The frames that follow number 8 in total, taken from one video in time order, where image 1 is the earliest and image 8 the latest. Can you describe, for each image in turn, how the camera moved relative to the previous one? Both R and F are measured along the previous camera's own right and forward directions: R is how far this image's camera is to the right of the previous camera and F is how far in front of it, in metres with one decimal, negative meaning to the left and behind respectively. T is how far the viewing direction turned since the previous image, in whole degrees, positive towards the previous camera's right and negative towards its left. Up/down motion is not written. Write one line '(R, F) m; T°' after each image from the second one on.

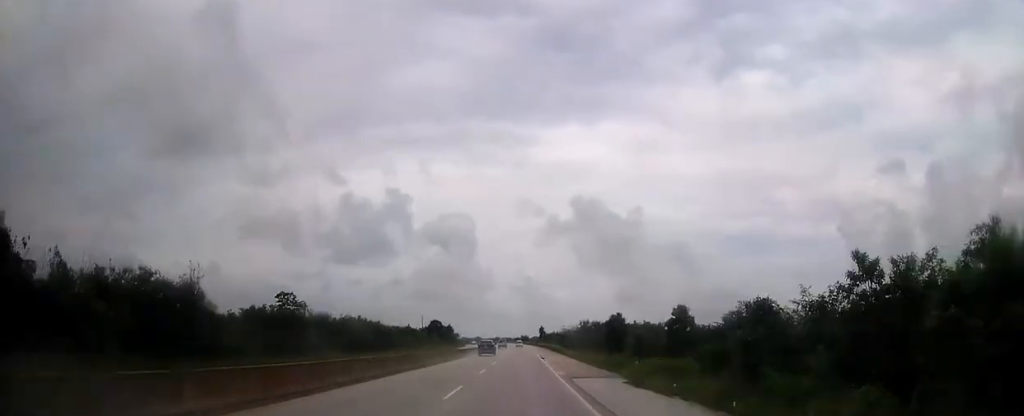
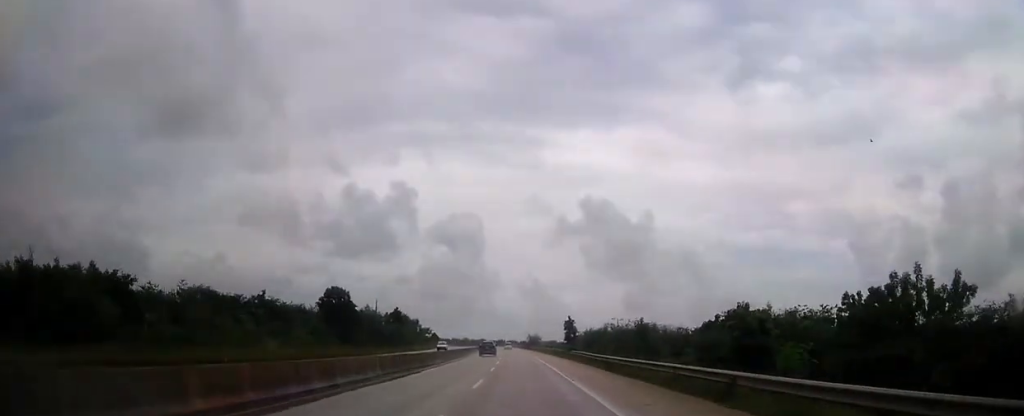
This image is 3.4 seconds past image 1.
(-0.7, +91.3) m; -1°
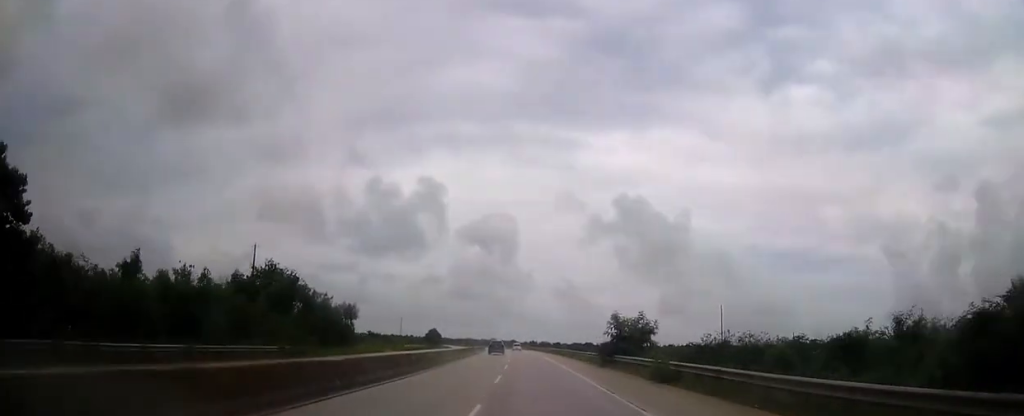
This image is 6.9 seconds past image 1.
(-1.2, +92.9) m; -2°
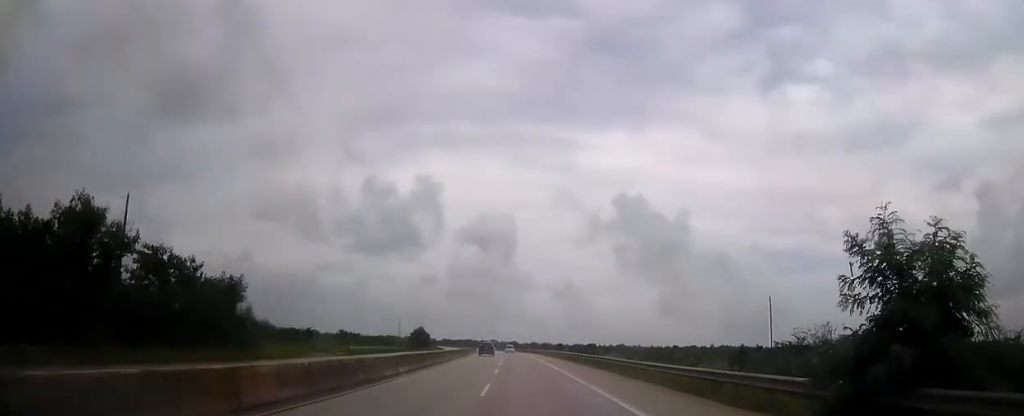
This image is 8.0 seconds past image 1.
(-0.2, +29.0) m; -1°
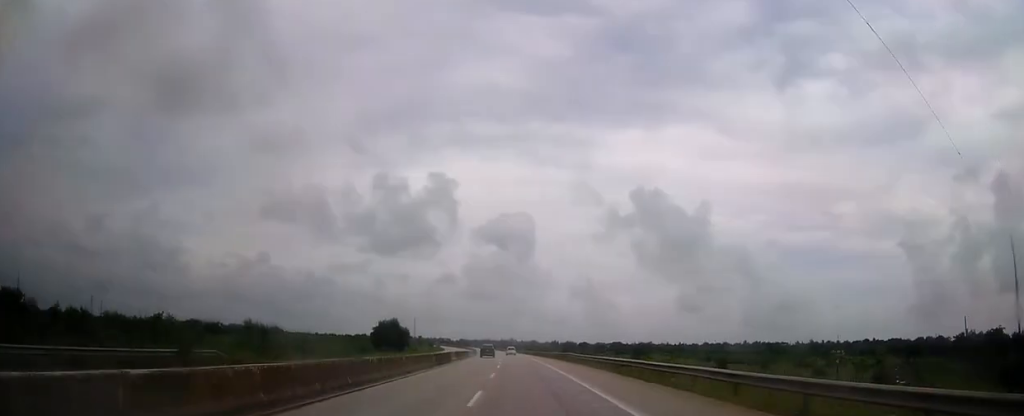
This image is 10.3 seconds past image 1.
(-1.0, +61.0) m; -2°
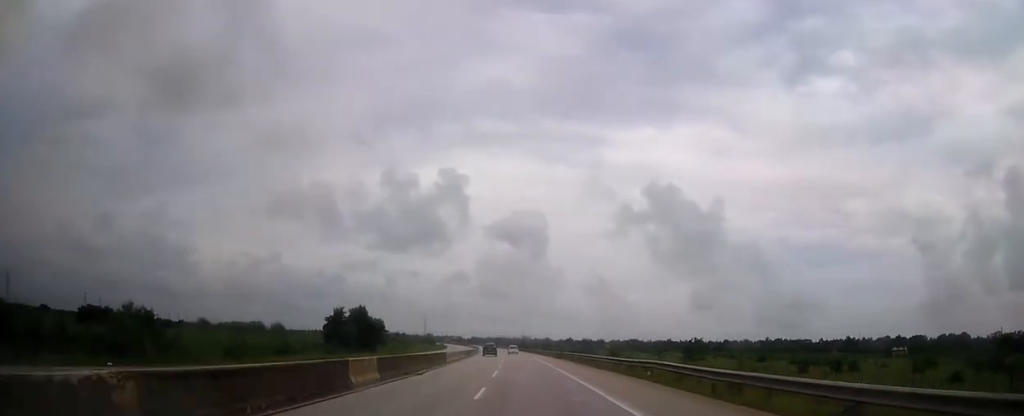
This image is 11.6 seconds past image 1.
(-0.3, +34.3) m; -1°
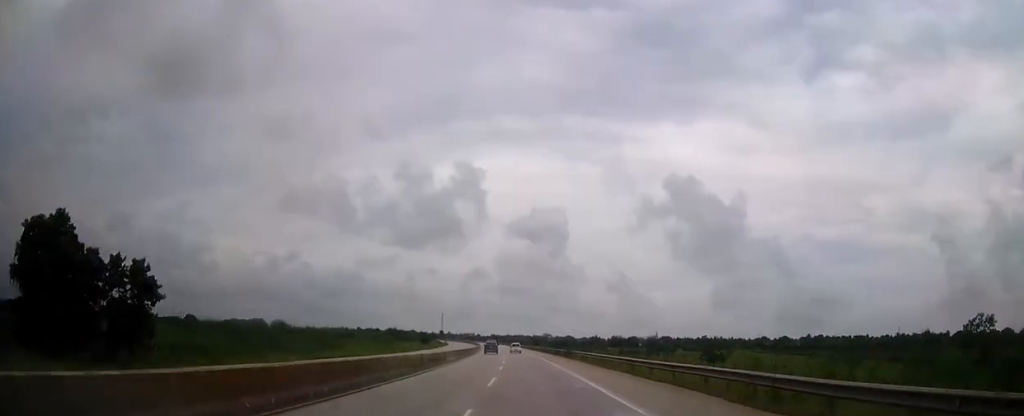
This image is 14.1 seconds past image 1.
(-1.1, +66.8) m; -2°
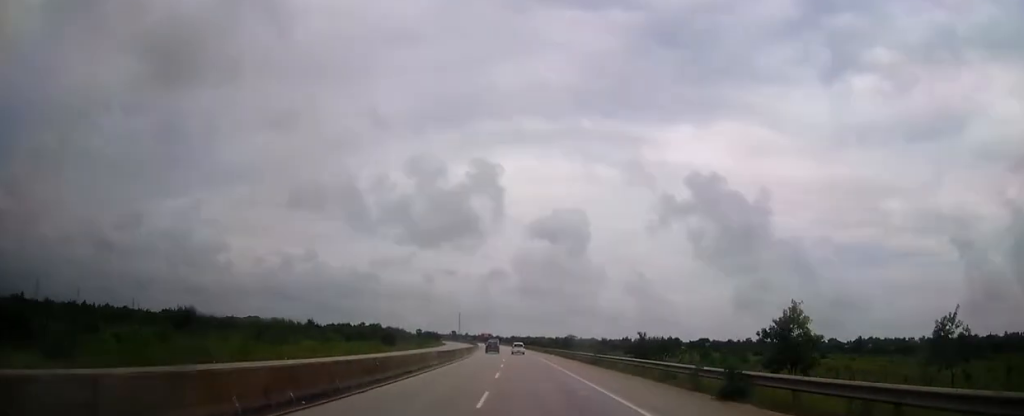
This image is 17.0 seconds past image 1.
(-1.6, +78.1) m; -2°
